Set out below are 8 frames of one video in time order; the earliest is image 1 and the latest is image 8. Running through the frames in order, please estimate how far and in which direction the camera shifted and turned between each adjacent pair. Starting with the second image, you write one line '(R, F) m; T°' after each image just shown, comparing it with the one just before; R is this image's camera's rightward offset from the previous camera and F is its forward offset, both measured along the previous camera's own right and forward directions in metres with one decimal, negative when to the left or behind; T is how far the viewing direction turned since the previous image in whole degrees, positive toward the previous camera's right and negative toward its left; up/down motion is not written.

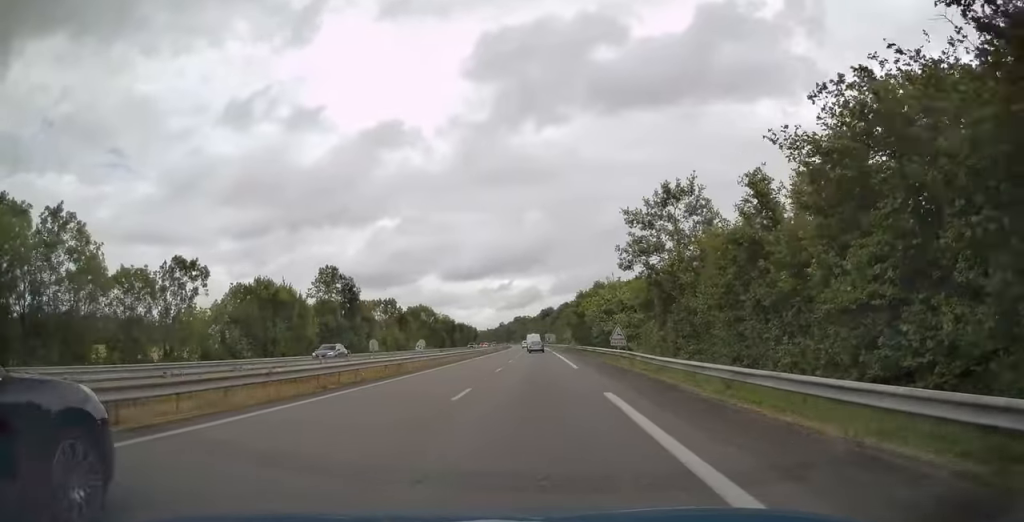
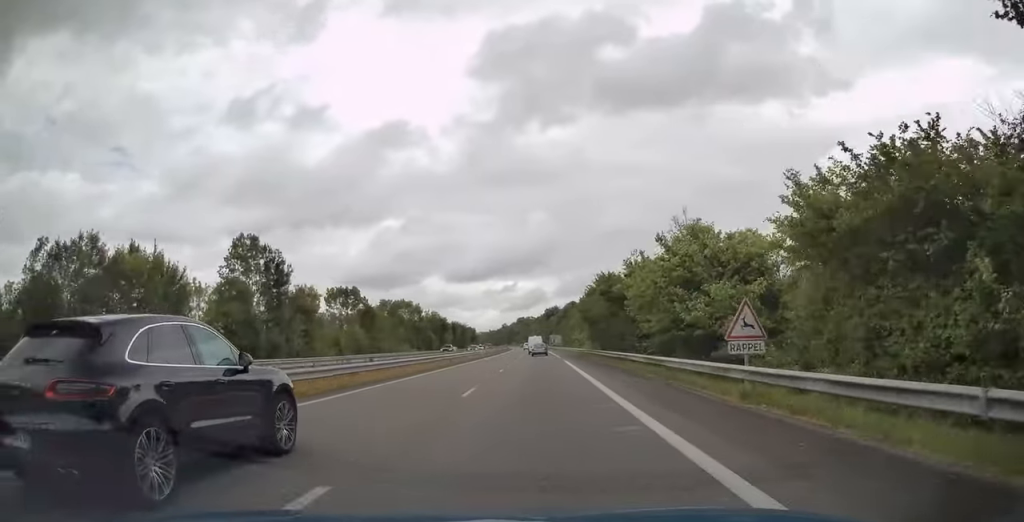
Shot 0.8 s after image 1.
(-0.2, +25.3) m; 0°
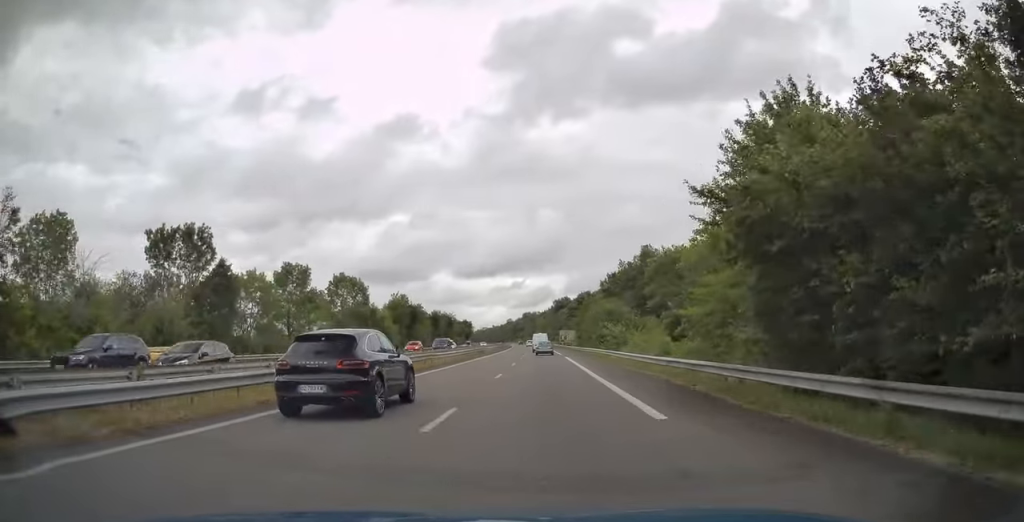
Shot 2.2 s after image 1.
(+0.1, +45.2) m; 0°
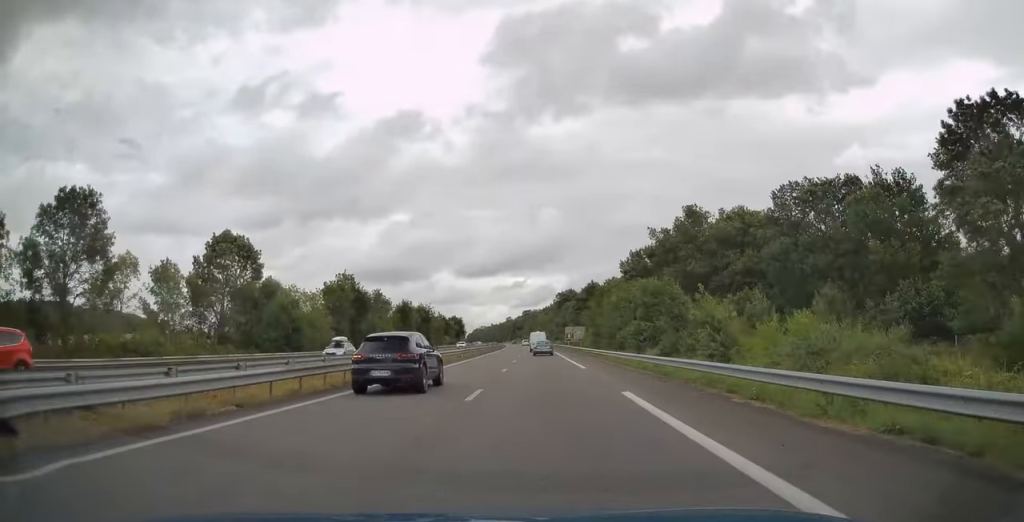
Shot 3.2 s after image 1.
(-0.3, +34.5) m; -1°
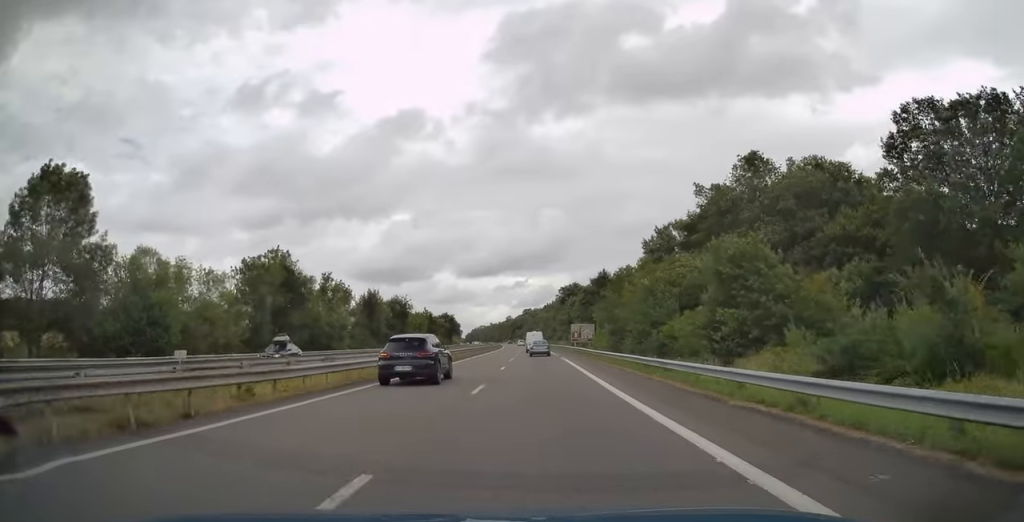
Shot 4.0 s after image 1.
(0.0, +23.8) m; 0°
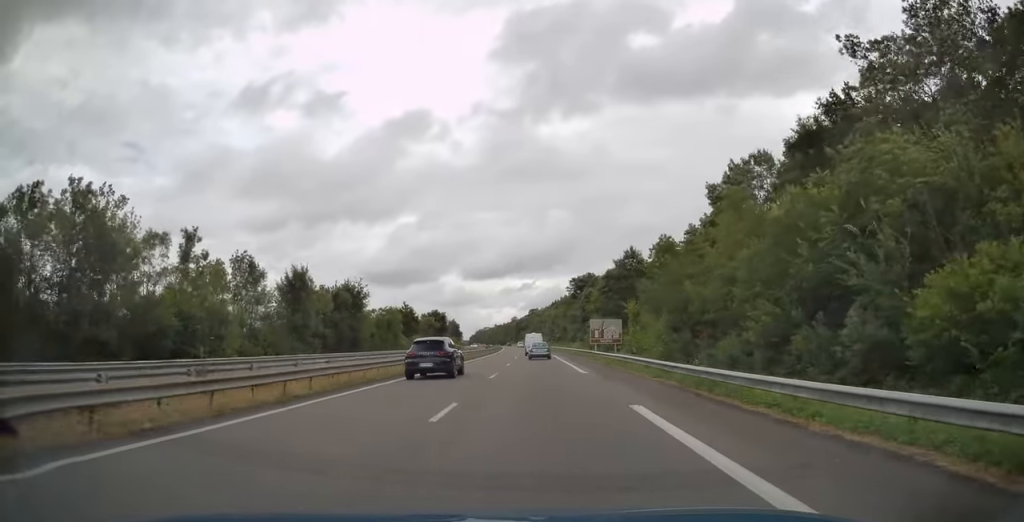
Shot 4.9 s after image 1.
(0.0, +31.3) m; -1°
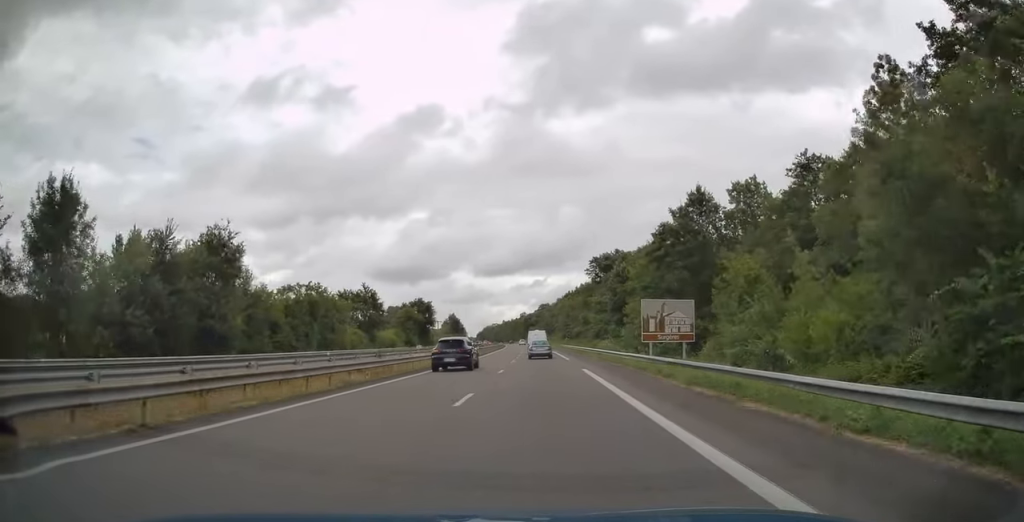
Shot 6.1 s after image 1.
(-0.5, +36.8) m; -1°
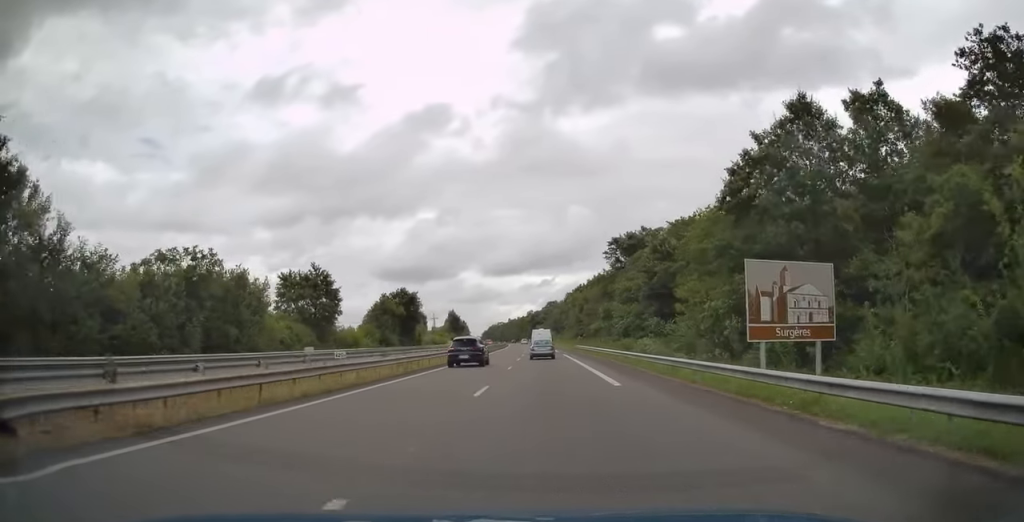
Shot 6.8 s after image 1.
(-0.1, +23.9) m; 0°
